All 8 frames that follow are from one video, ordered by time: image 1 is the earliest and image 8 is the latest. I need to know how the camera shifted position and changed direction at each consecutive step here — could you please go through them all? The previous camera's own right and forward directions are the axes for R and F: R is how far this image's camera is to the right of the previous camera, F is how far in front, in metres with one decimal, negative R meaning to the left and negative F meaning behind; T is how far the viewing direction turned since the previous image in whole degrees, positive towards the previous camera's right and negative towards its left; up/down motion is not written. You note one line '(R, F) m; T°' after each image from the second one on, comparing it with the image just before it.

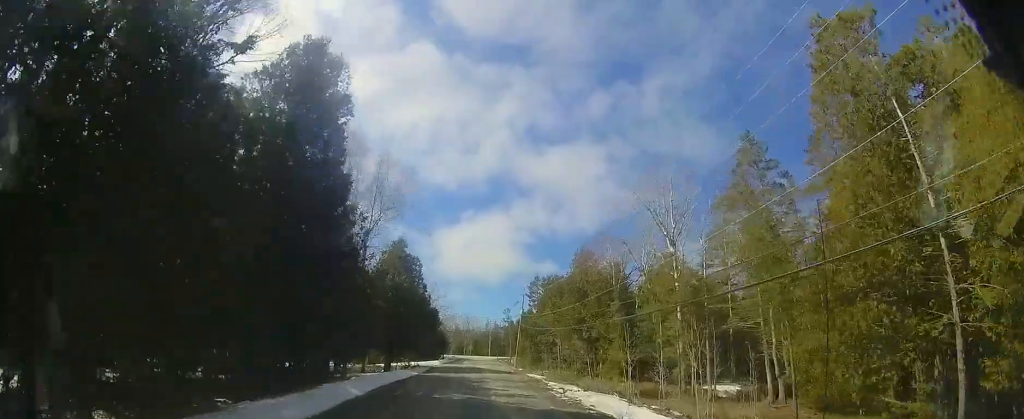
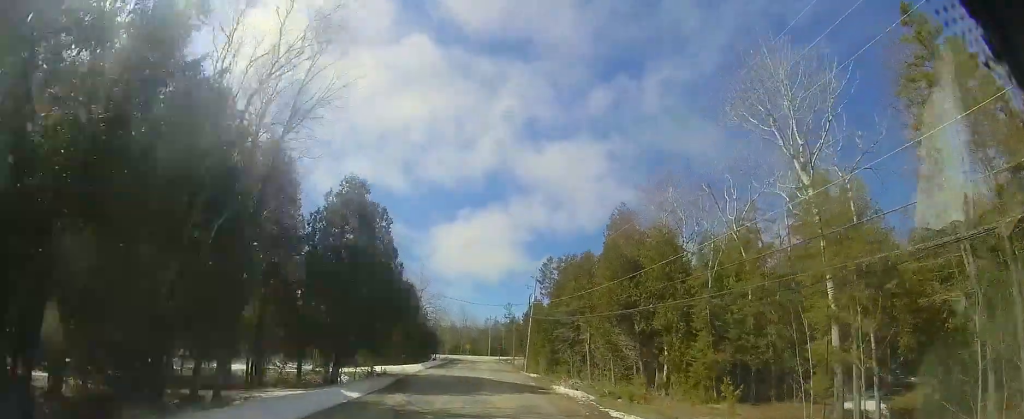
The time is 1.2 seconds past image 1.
(+0.1, +11.0) m; +3°
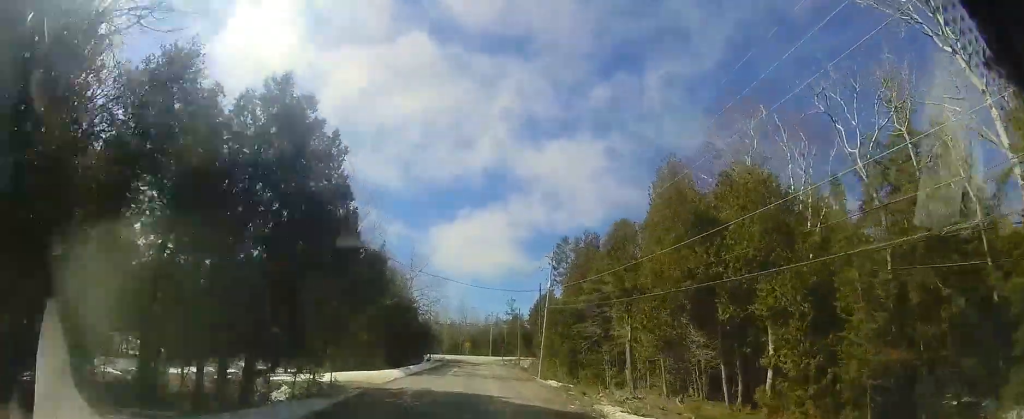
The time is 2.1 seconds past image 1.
(+0.3, +7.7) m; 0°
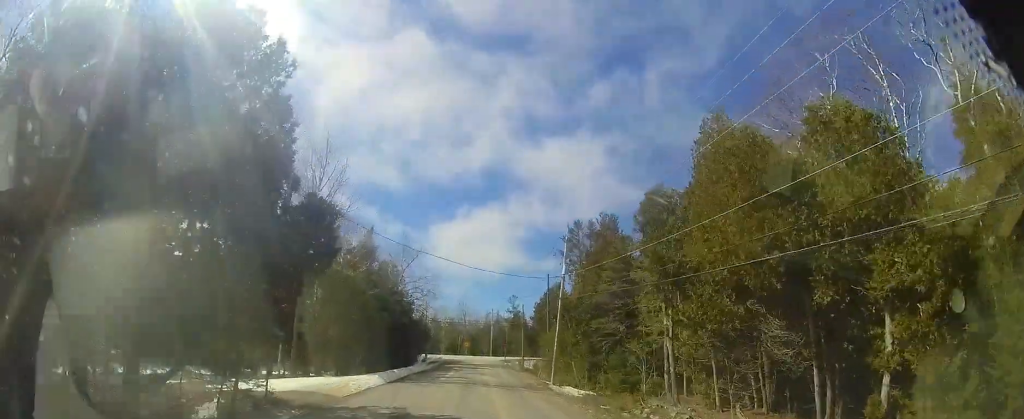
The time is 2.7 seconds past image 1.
(-0.2, +4.6) m; 0°
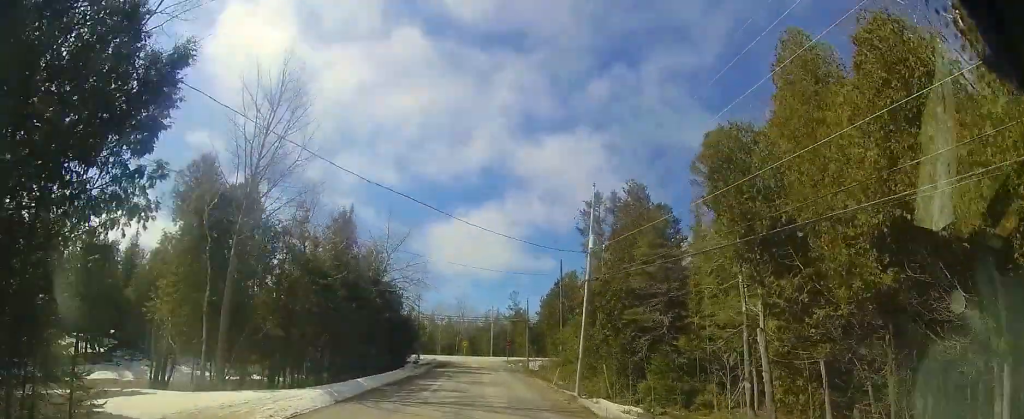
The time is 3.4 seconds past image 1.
(-0.1, +5.8) m; +1°
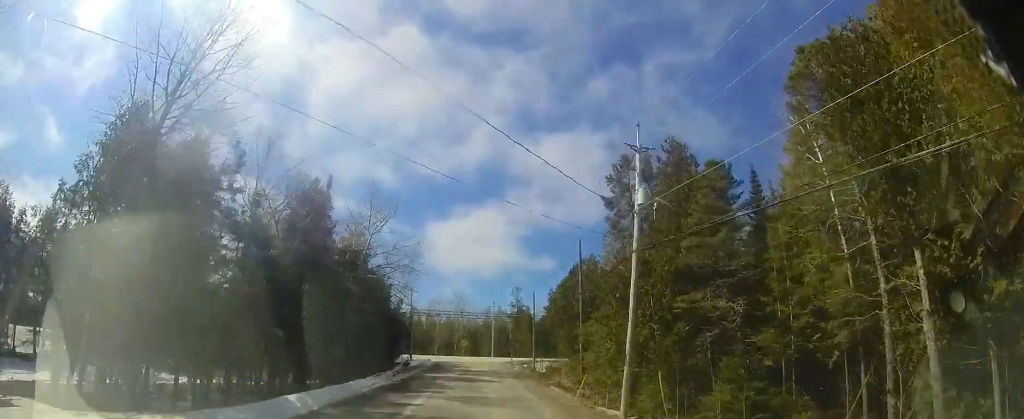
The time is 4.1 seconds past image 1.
(+0.2, +5.4) m; +2°
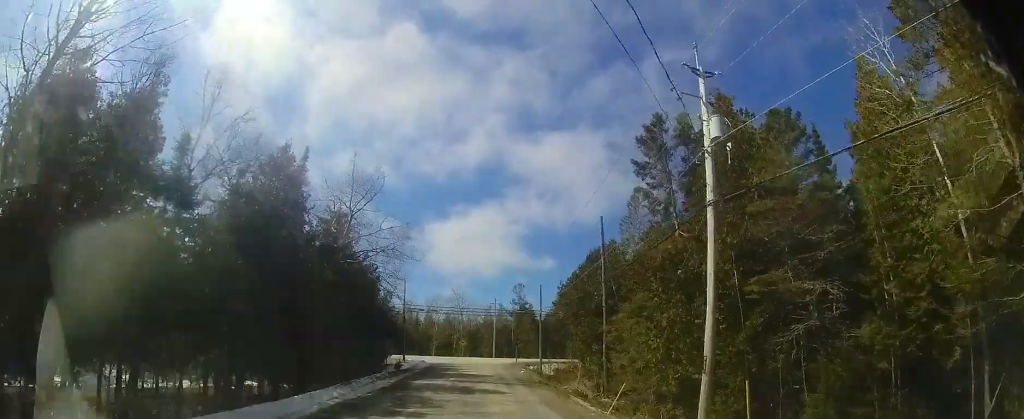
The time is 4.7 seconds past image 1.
(0.0, +4.2) m; +1°
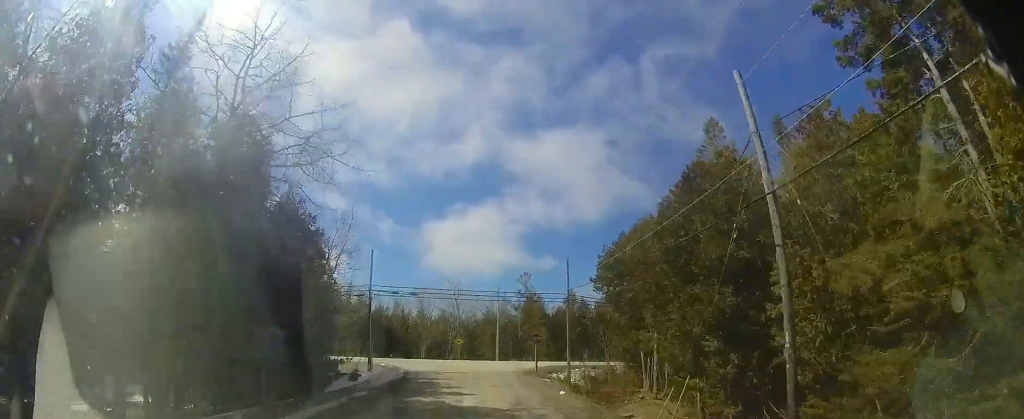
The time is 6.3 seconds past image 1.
(+0.1, +11.8) m; -2°
